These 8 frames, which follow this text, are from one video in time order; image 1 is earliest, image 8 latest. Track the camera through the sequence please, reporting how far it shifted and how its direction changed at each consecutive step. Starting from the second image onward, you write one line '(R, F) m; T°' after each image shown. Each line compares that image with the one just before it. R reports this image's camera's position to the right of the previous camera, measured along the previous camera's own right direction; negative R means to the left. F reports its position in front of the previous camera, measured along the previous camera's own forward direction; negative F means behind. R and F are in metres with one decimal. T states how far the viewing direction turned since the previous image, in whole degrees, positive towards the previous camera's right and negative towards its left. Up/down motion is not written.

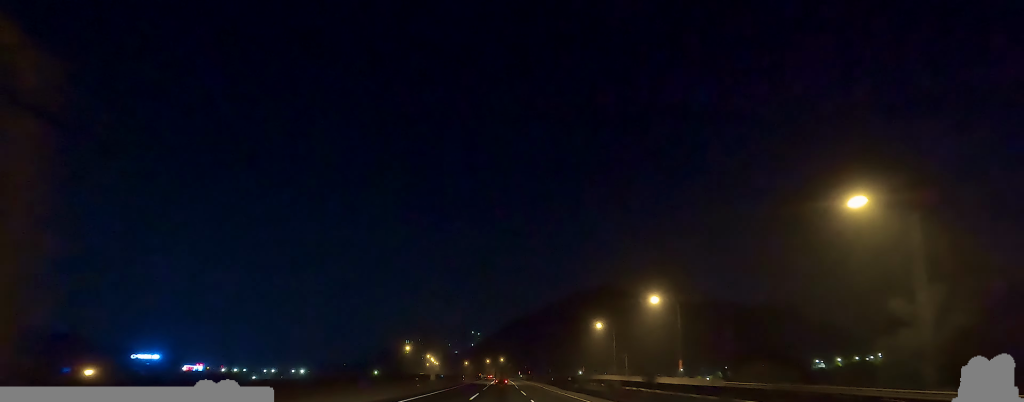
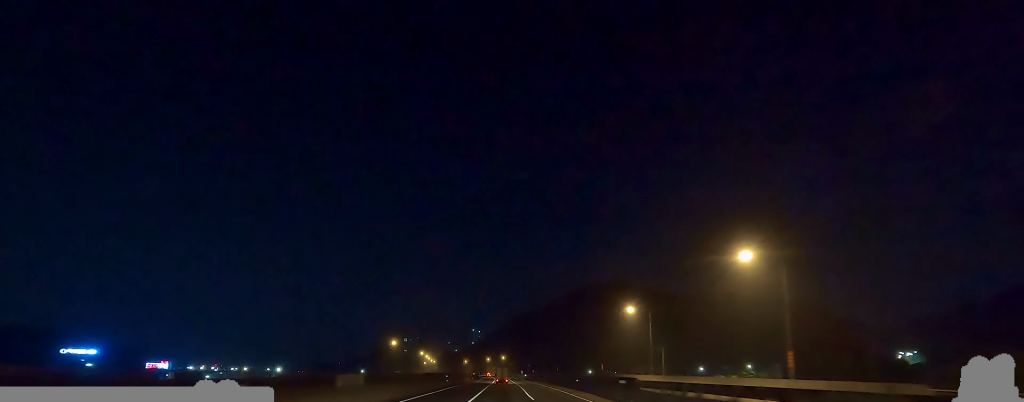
(-0.1, +29.6) m; 0°
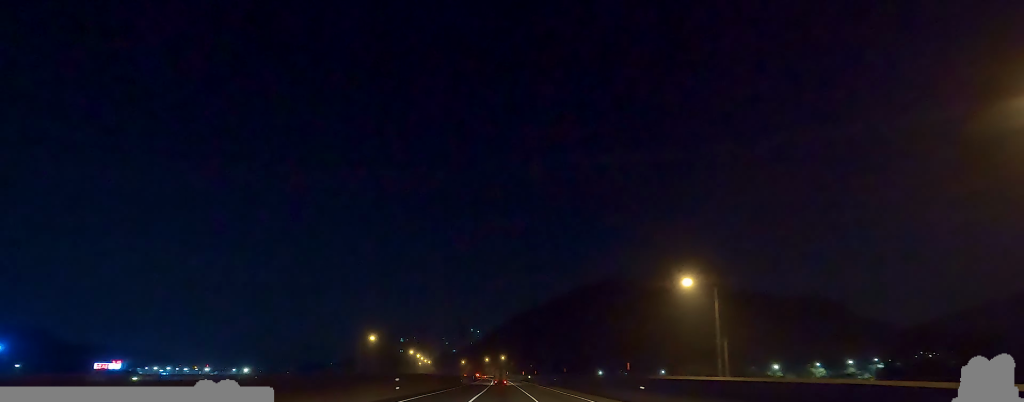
(+0.5, +29.5) m; +2°
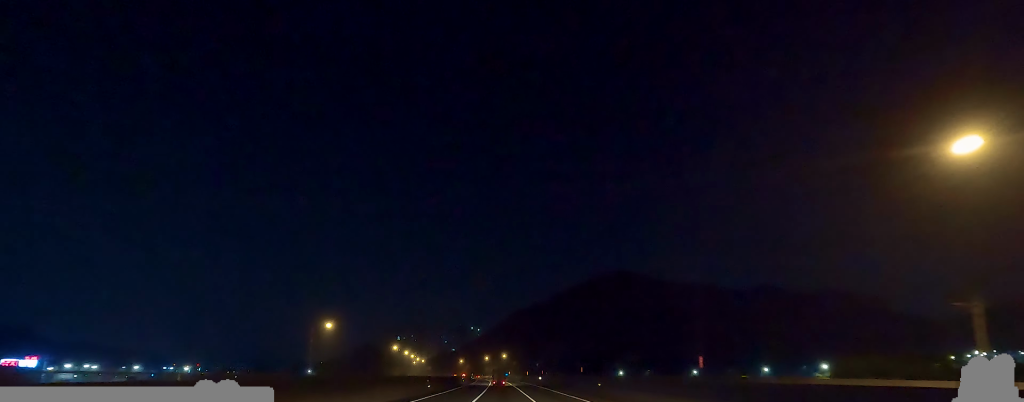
(-0.3, +39.8) m; -2°
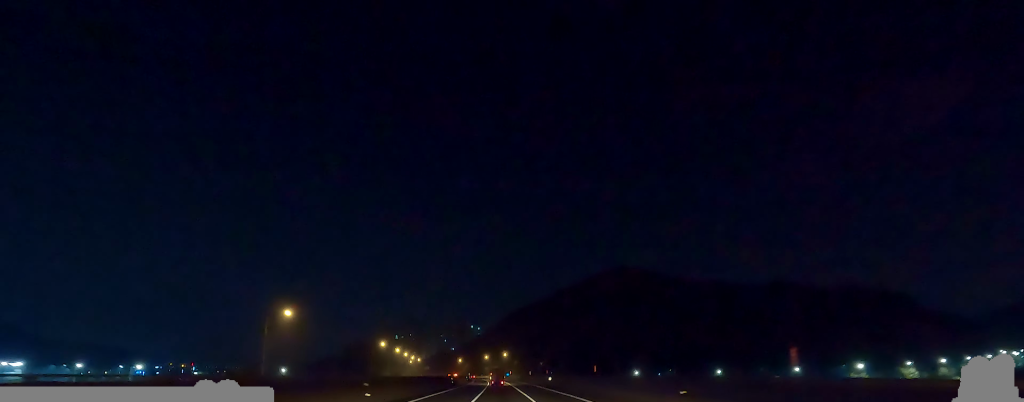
(-0.8, +22.3) m; 0°
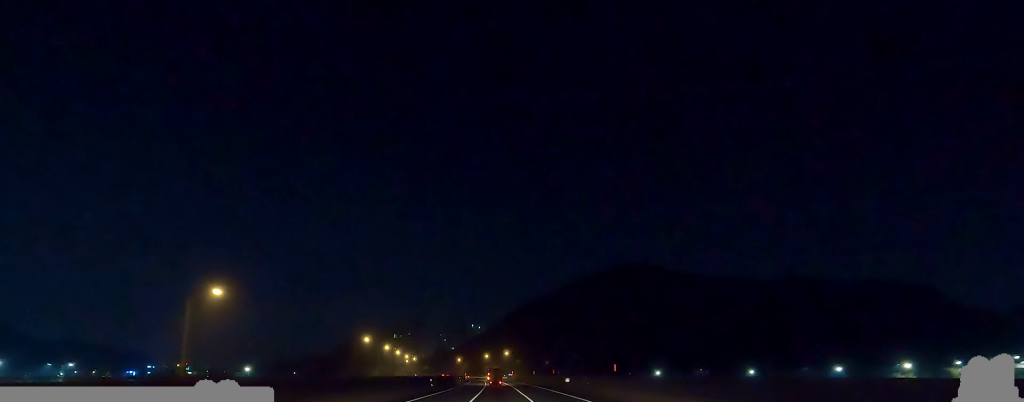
(+1.1, +23.2) m; 0°
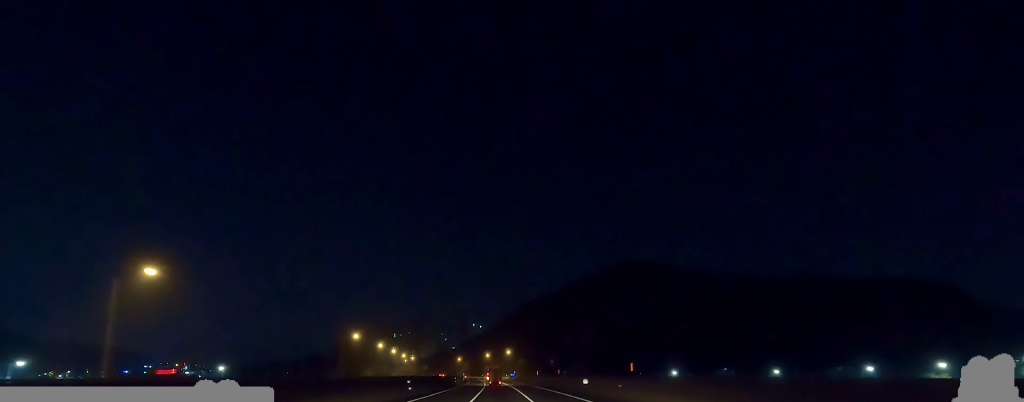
(-0.5, +13.5) m; 0°
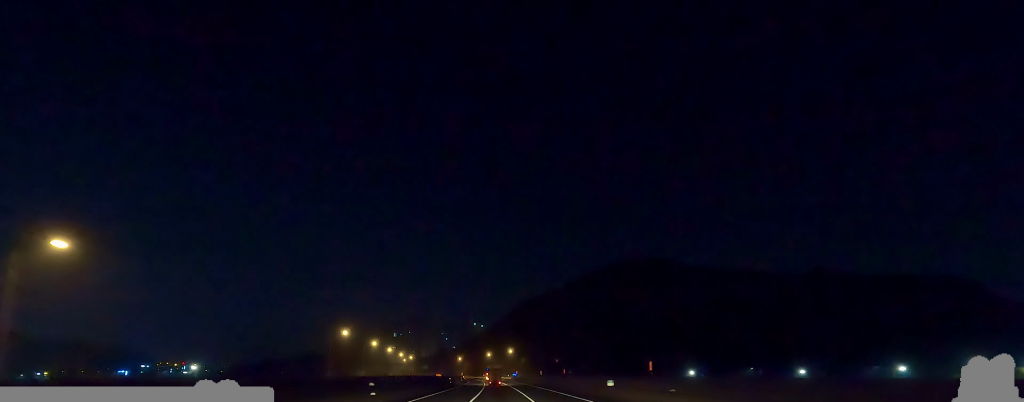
(-0.5, +11.8) m; 0°
